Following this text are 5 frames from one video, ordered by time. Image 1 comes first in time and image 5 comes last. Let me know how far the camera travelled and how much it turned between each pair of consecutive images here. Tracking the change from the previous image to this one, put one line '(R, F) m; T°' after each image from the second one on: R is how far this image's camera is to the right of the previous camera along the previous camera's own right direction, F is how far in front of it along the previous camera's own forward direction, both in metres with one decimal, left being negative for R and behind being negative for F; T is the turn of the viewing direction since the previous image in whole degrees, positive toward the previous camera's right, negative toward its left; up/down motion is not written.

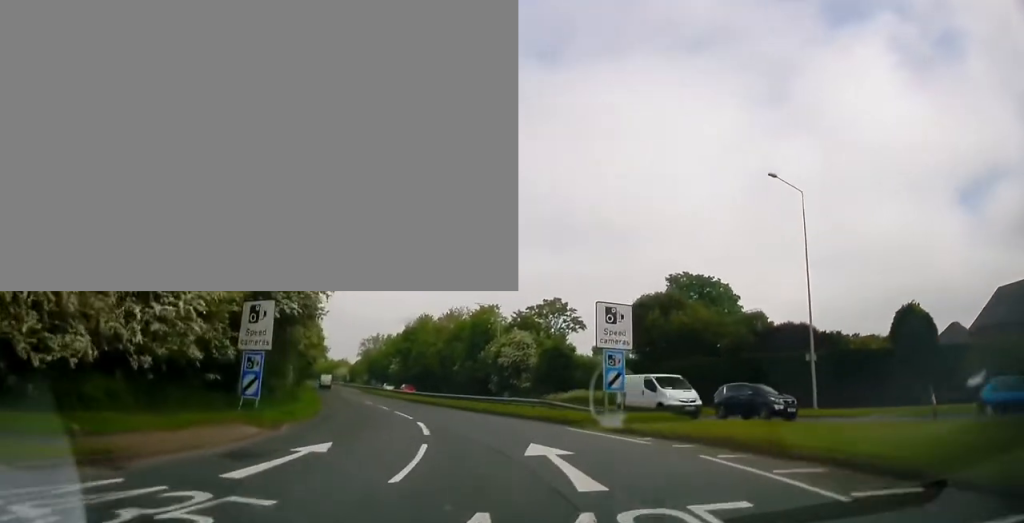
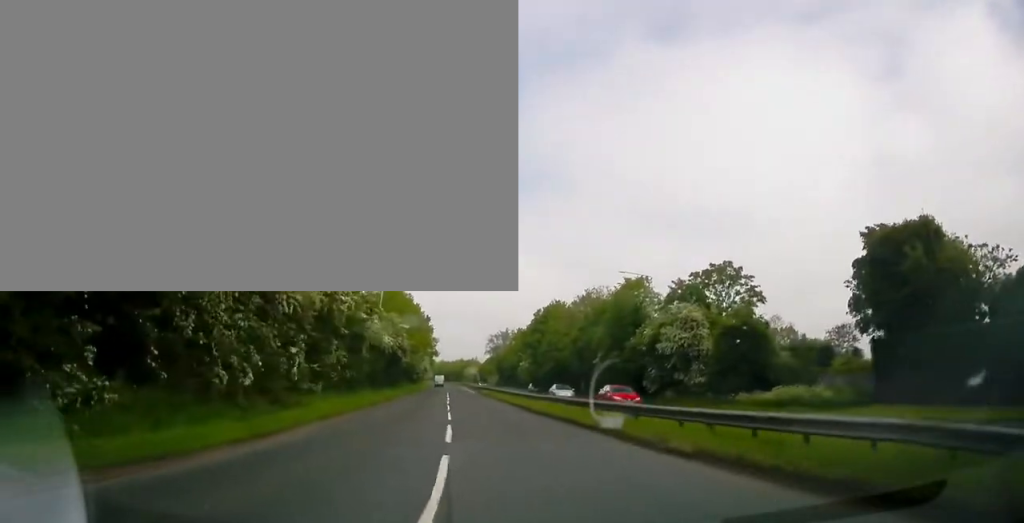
(-1.9, +18.9) m; -12°
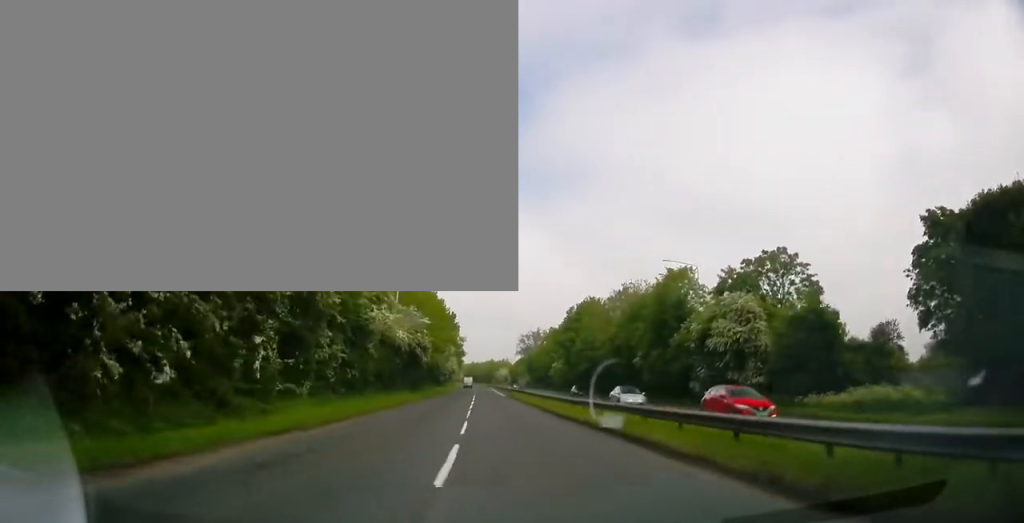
(-0.3, +5.8) m; -3°
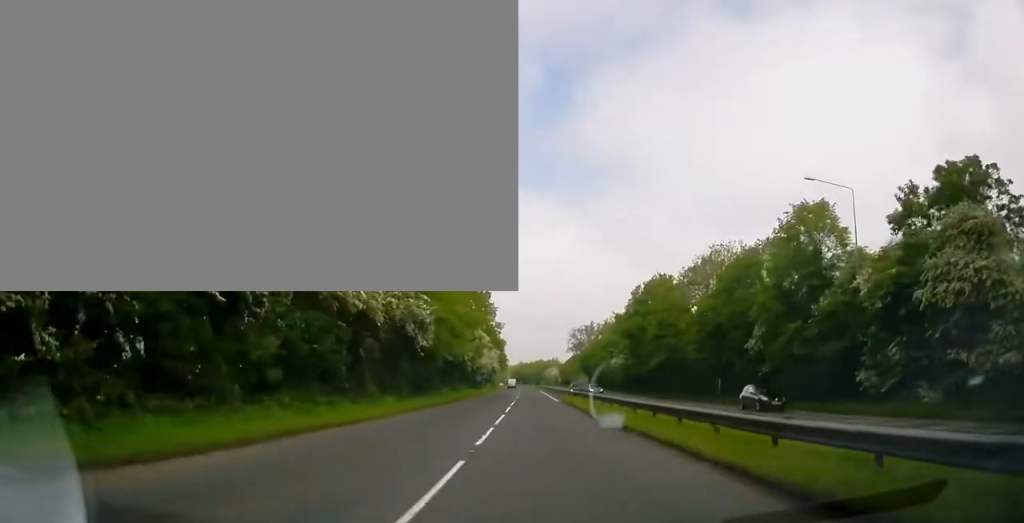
(-1.2, +20.3) m; -5°
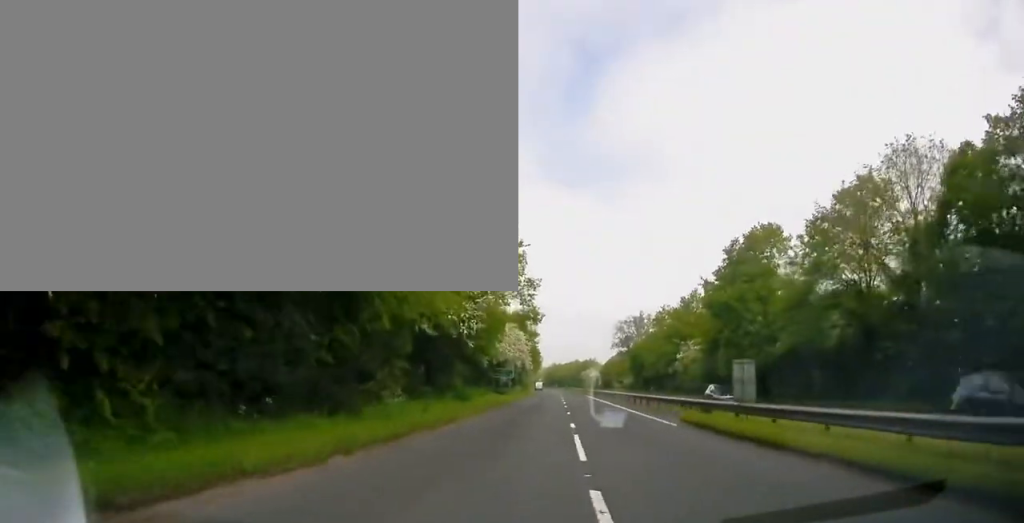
(-1.0, +26.6) m; -3°
